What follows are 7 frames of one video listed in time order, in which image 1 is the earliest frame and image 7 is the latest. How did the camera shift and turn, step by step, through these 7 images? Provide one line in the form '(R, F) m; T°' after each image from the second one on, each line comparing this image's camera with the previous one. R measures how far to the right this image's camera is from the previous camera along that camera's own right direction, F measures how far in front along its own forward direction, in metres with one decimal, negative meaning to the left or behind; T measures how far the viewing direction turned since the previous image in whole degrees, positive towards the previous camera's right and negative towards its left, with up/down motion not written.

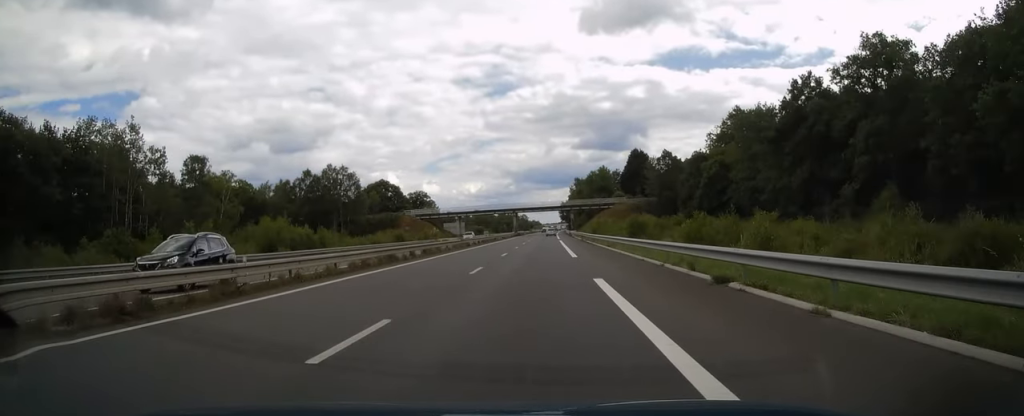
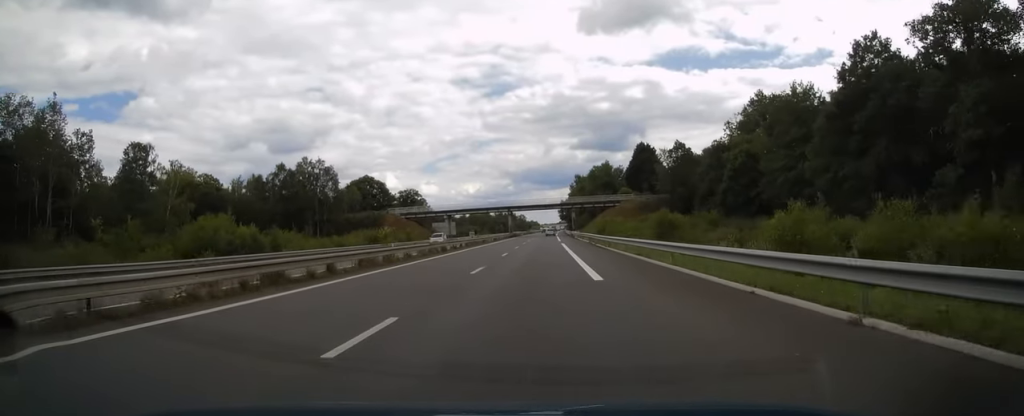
(0.0, +12.8) m; 0°
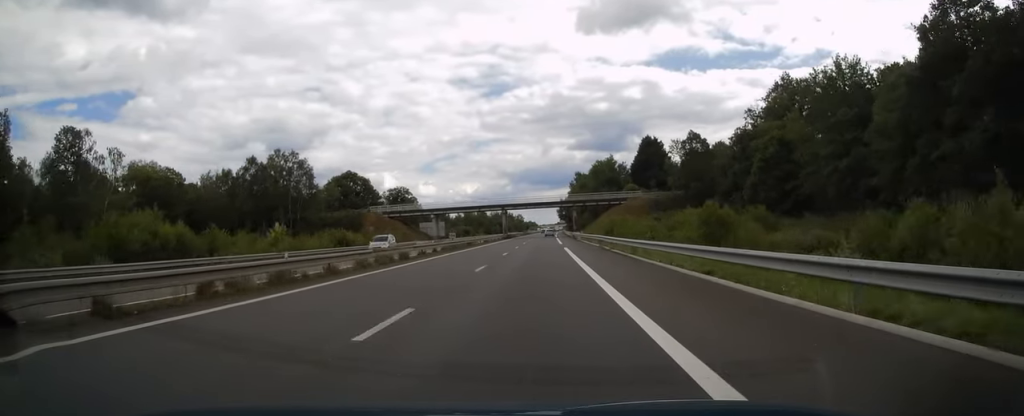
(0.0, +11.8) m; 0°
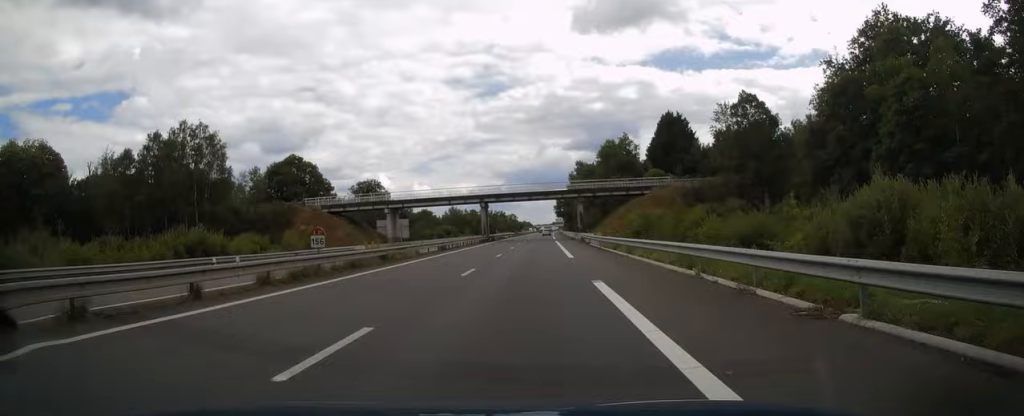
(+0.1, +28.5) m; 0°
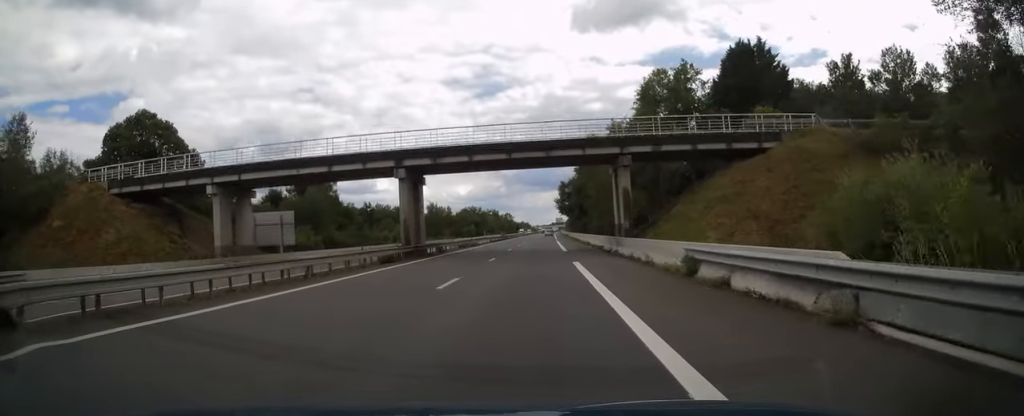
(+0.2, +43.1) m; 0°
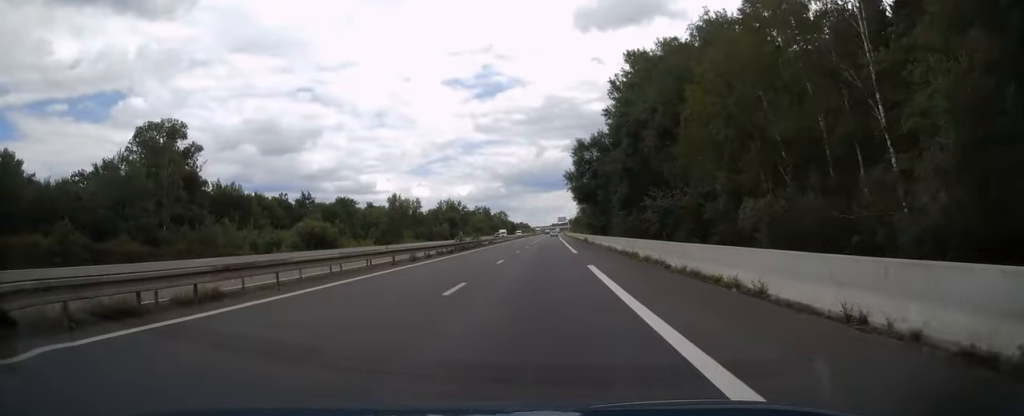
(-0.1, +53.2) m; 0°
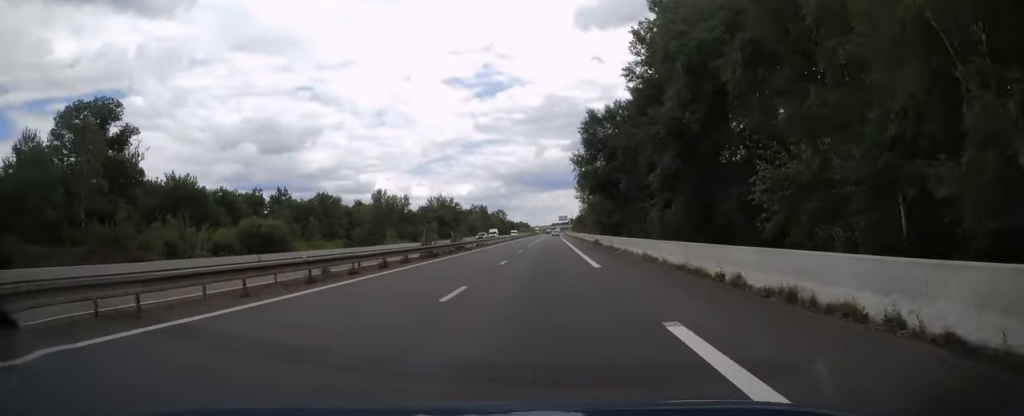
(0.0, +14.2) m; 0°
